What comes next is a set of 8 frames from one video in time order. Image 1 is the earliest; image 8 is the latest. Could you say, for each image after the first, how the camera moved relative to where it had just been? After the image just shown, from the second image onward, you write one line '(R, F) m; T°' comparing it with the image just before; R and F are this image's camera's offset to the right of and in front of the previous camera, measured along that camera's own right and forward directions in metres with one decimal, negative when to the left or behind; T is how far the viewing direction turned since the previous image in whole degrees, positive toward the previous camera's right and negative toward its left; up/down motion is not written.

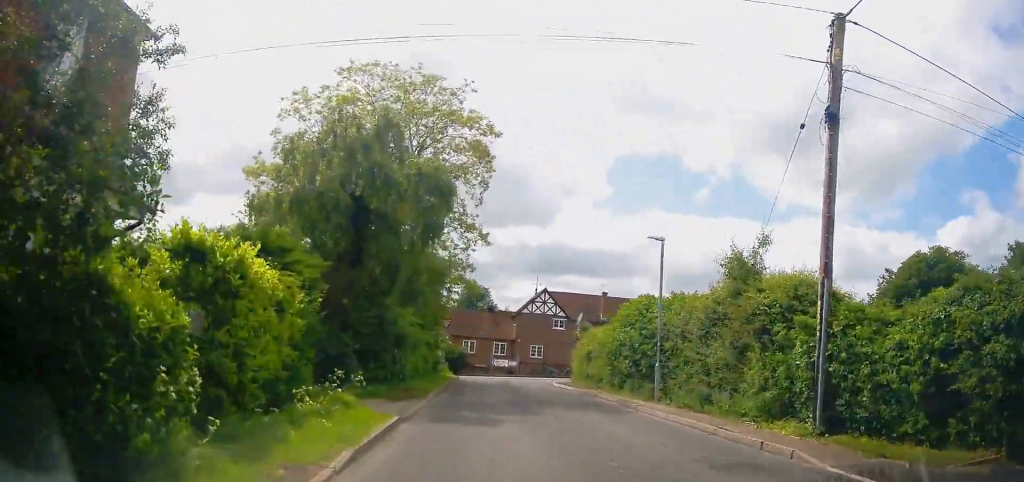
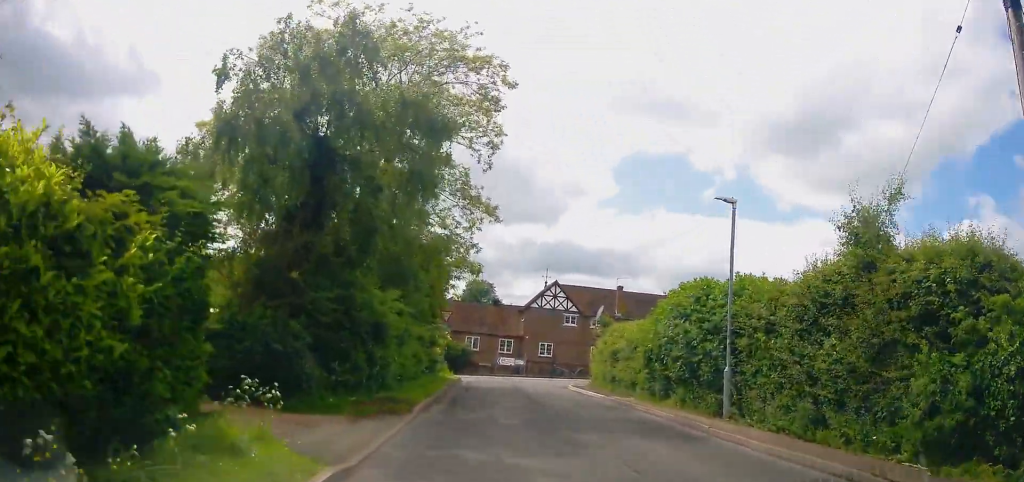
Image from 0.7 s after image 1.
(-0.3, +4.9) m; -1°
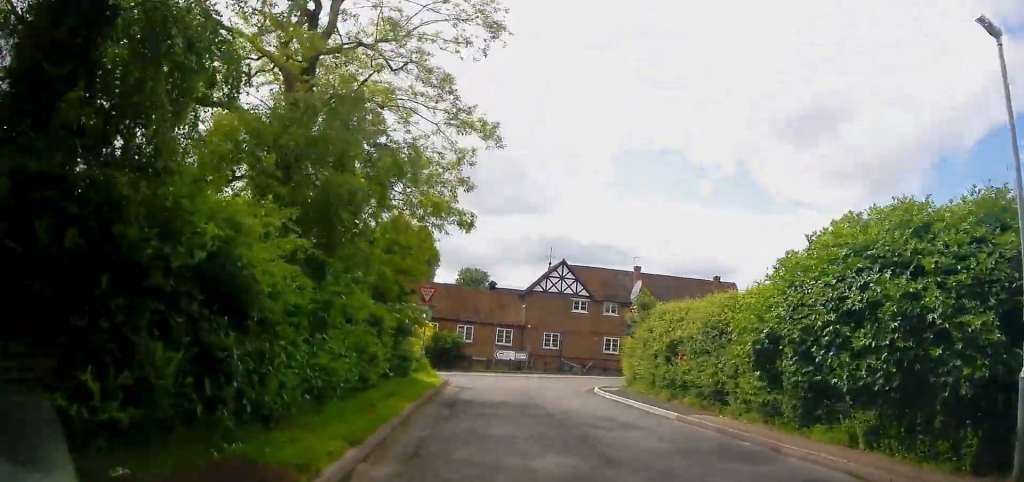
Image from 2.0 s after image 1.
(+0.2, +8.6) m; 0°
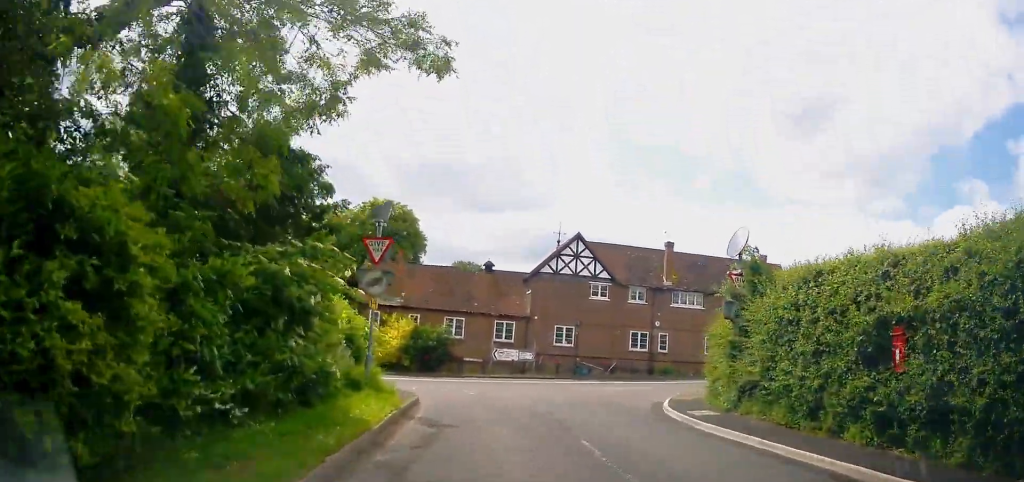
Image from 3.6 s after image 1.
(-0.2, +10.0) m; +1°
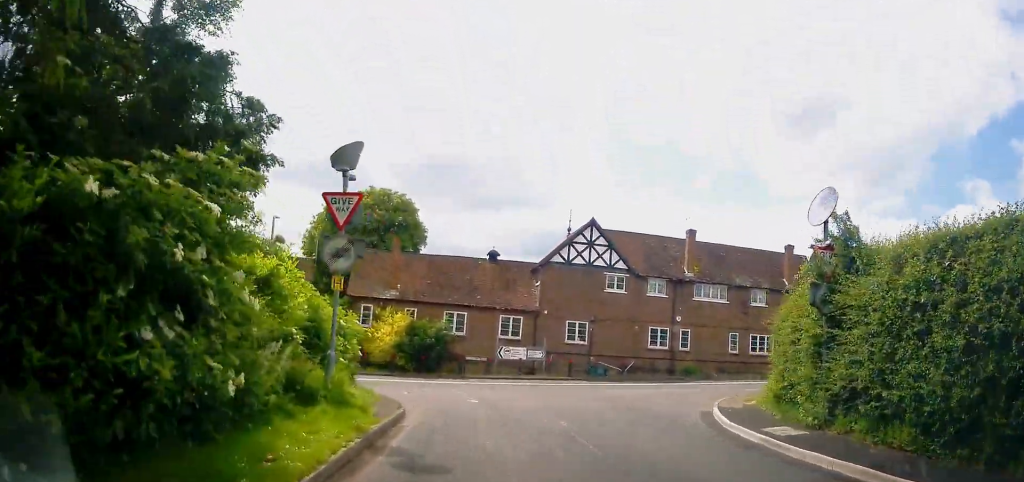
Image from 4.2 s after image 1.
(+0.1, +3.6) m; +1°
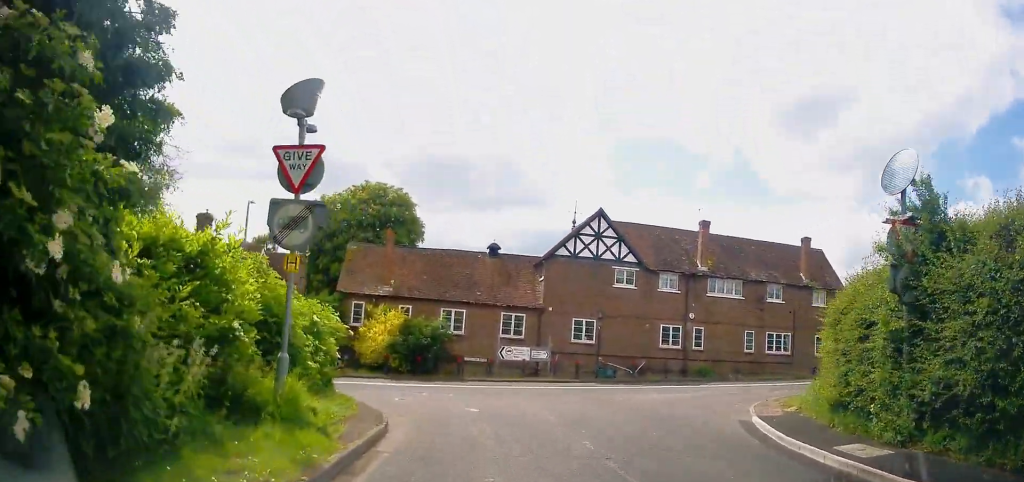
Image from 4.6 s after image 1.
(0.0, +2.3) m; 0°
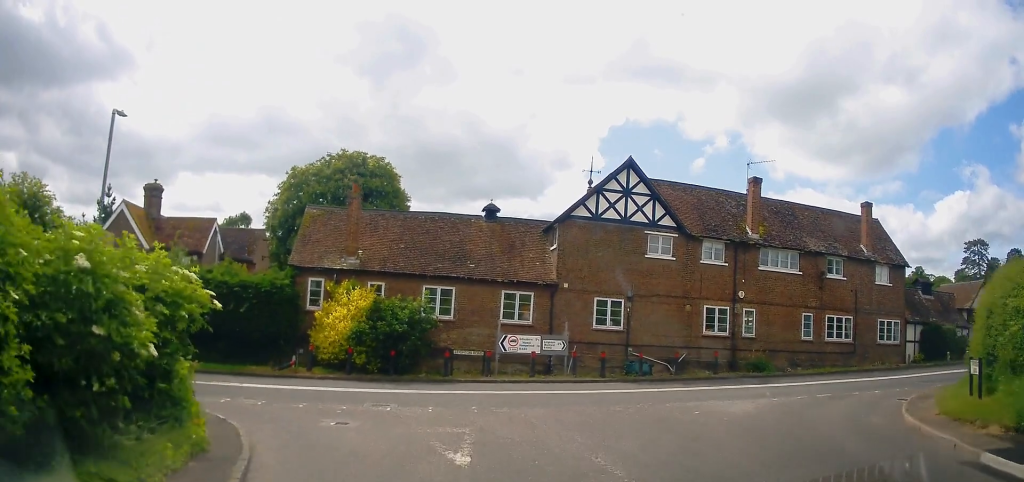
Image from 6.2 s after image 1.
(+0.1, +7.2) m; +6°
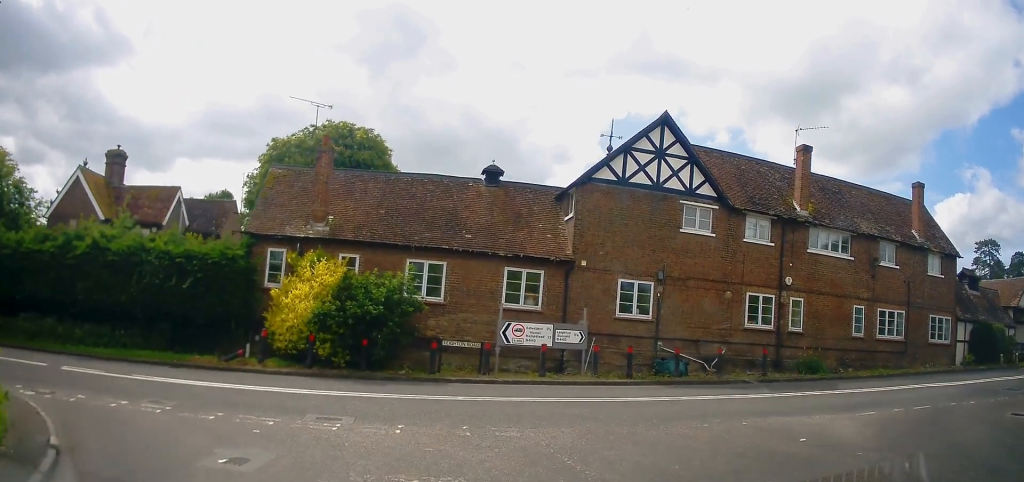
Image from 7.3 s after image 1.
(+0.3, +4.6) m; -2°
